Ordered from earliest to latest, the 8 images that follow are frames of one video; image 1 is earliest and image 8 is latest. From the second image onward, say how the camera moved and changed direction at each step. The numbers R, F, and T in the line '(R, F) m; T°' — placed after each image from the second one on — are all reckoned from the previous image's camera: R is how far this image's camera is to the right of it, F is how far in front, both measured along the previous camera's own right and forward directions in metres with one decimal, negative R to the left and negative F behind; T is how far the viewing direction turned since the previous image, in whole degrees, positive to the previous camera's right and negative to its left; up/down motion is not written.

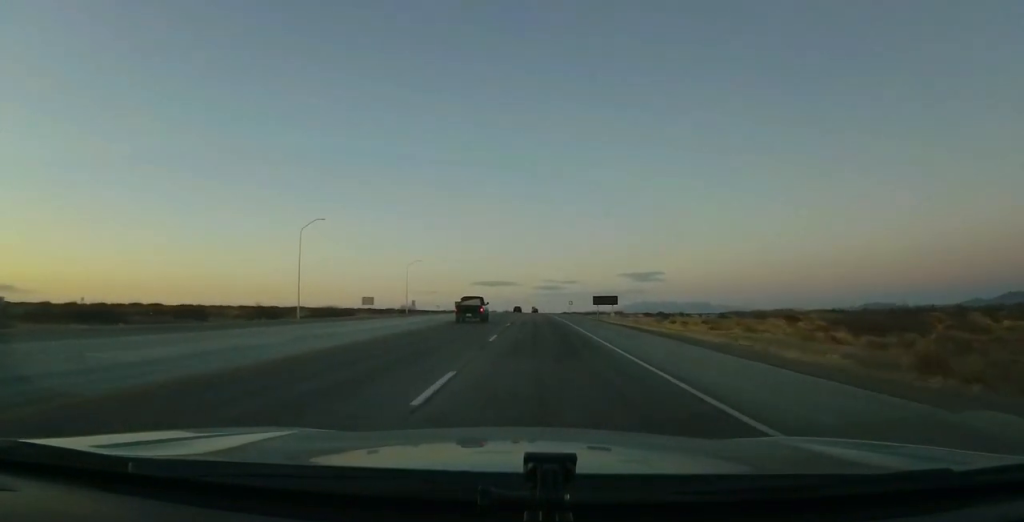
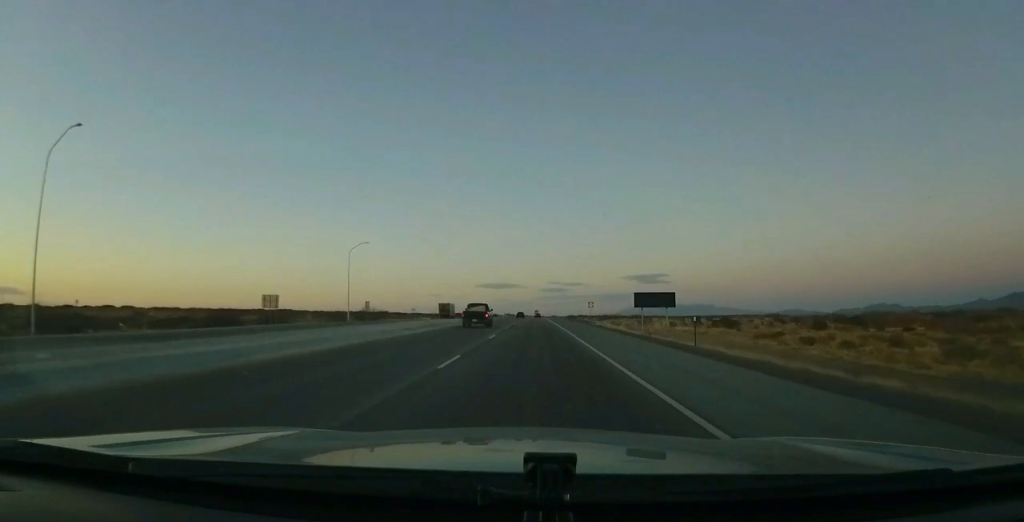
(0.0, +44.3) m; -1°
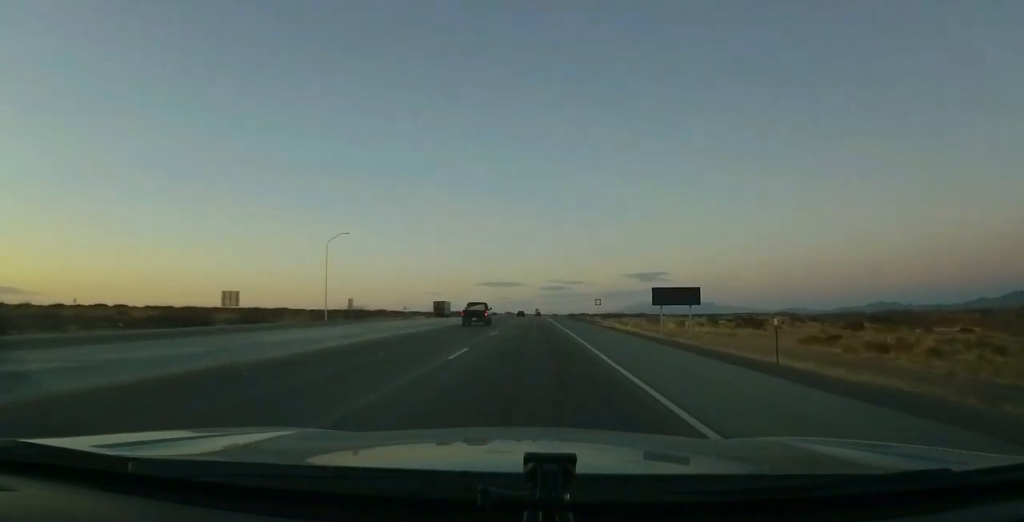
(-0.1, +10.1) m; -1°
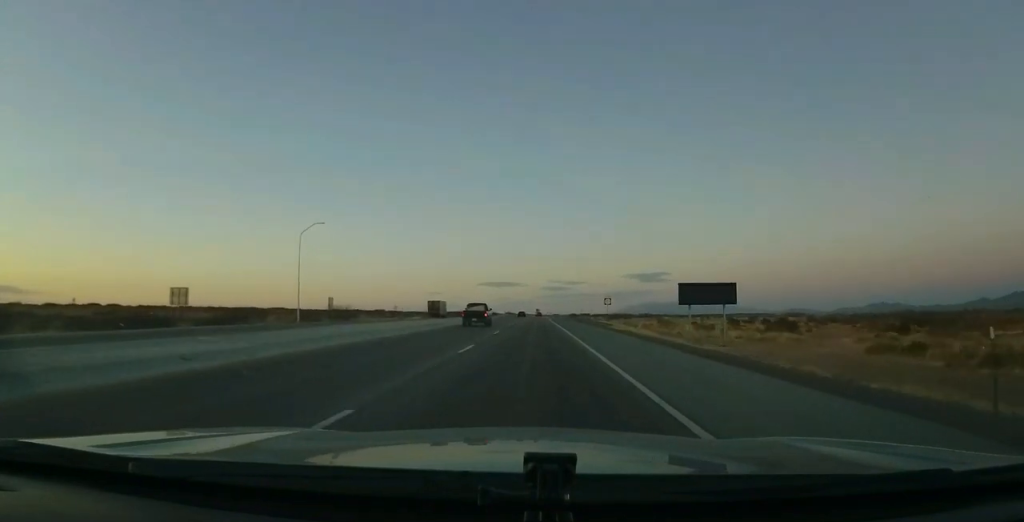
(0.0, +10.1) m; 0°
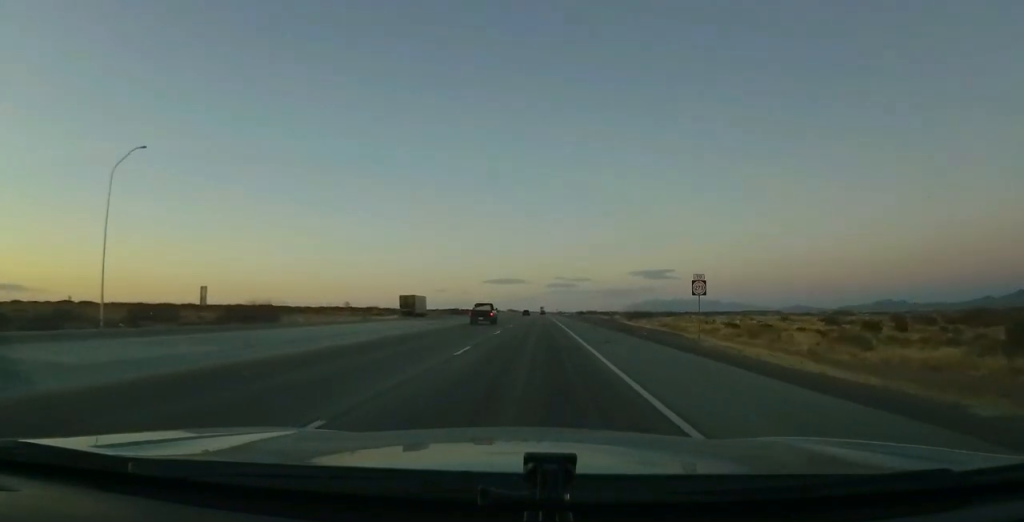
(0.0, +36.8) m; 0°
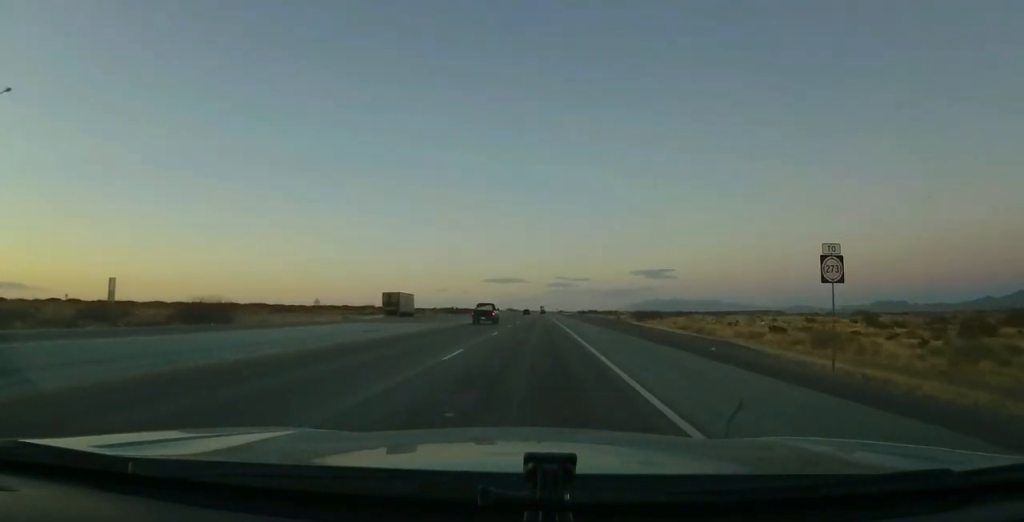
(0.0, +14.0) m; 0°
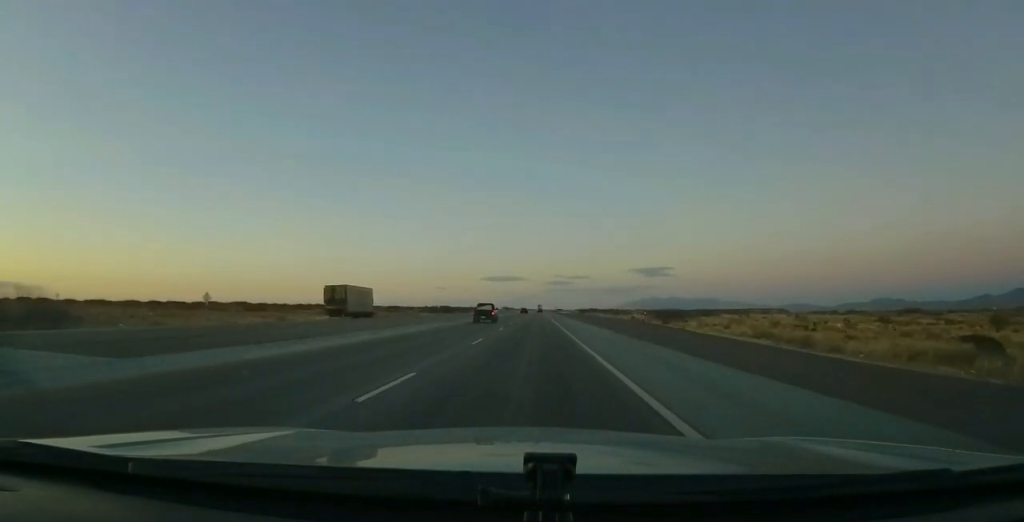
(+0.2, +30.2) m; +1°
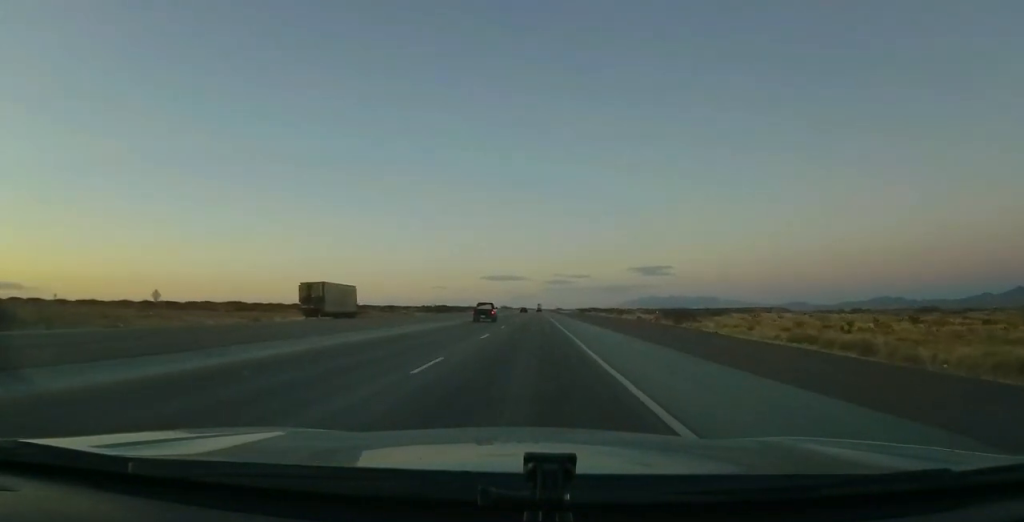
(+0.2, +8.8) m; 0°
